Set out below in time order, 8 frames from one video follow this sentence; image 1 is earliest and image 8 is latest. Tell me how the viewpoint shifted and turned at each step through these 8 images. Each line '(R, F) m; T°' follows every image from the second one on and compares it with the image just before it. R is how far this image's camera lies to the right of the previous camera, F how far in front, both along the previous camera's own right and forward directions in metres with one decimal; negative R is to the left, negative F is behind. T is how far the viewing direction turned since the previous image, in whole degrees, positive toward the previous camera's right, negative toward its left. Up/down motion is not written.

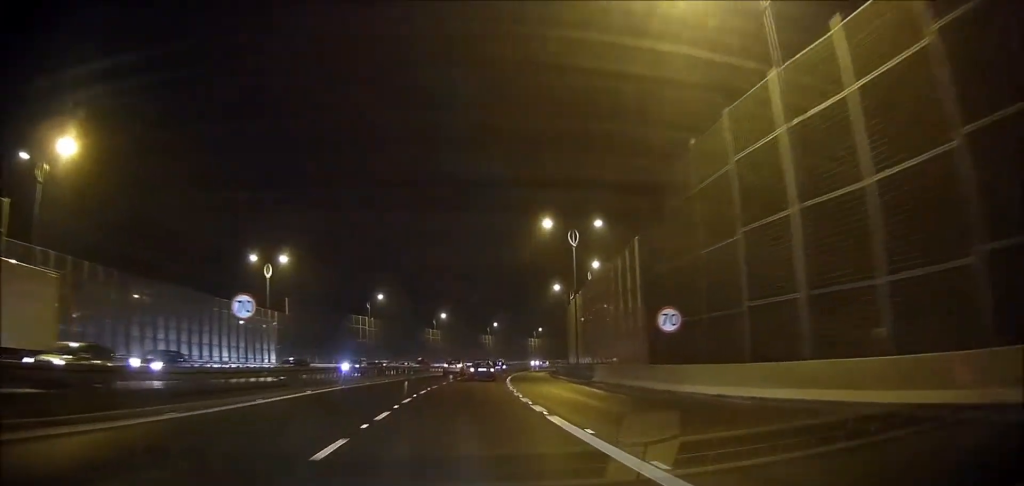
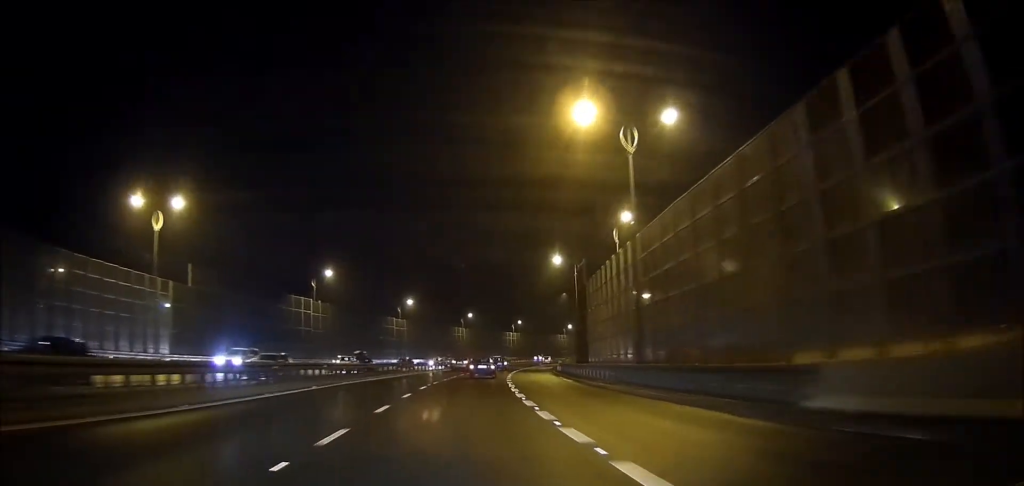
(+0.5, +22.7) m; +3°
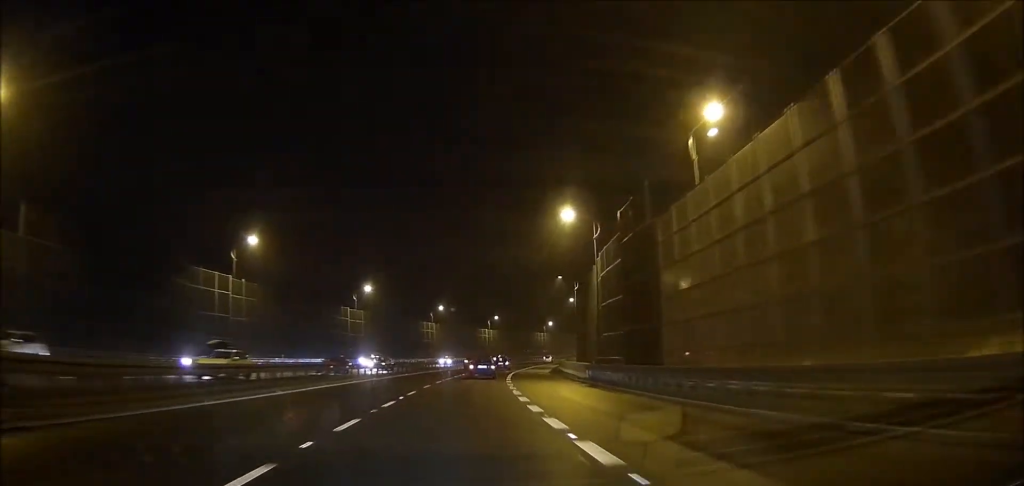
(+0.5, +21.9) m; +3°
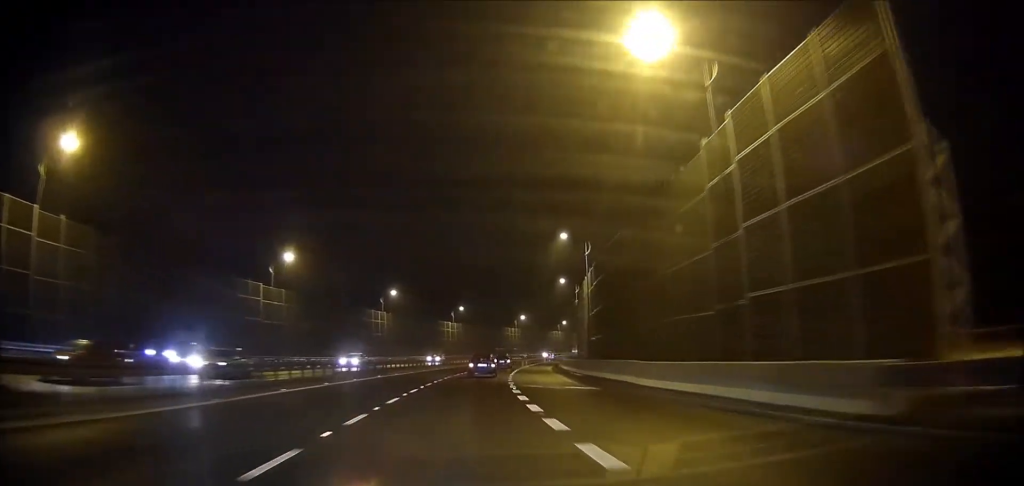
(+0.9, +28.3) m; +4°
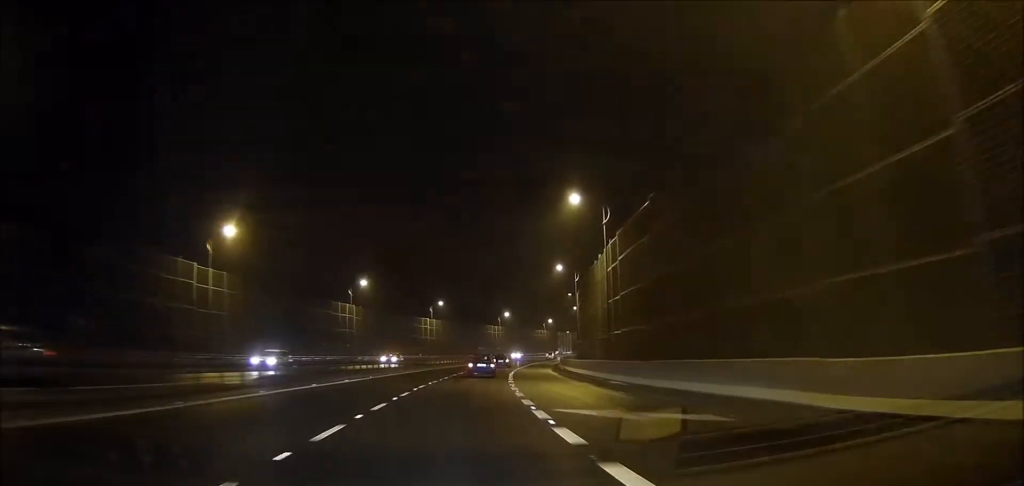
(+0.3, +13.9) m; +2°
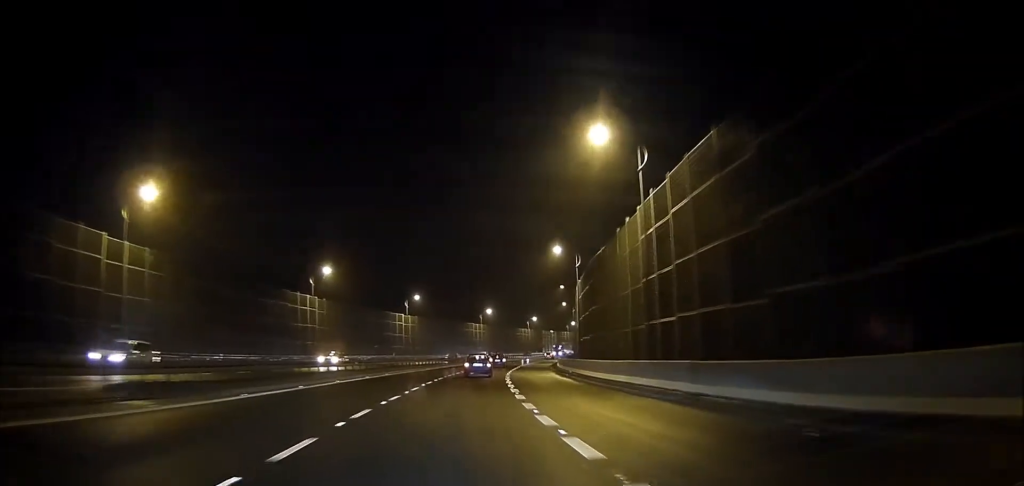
(+0.2, +13.4) m; +1°
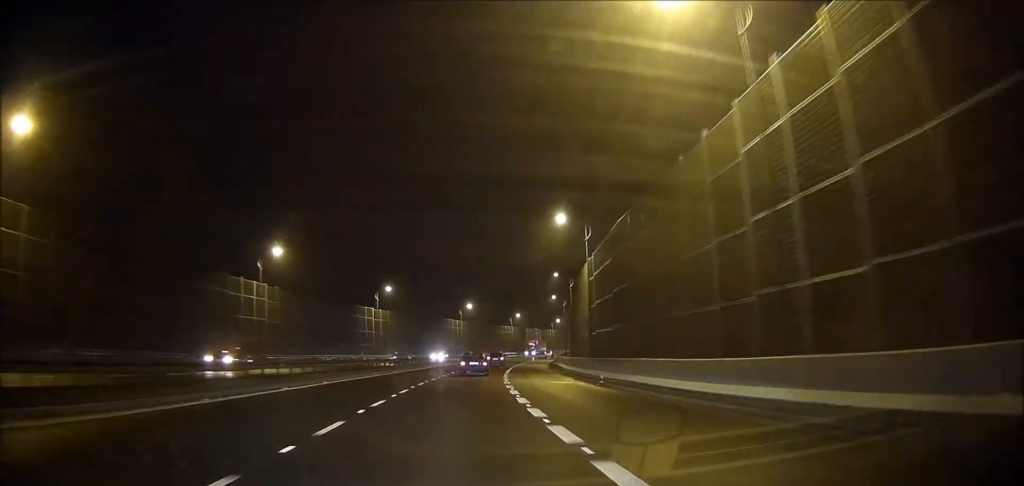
(+0.2, +14.7) m; +1°
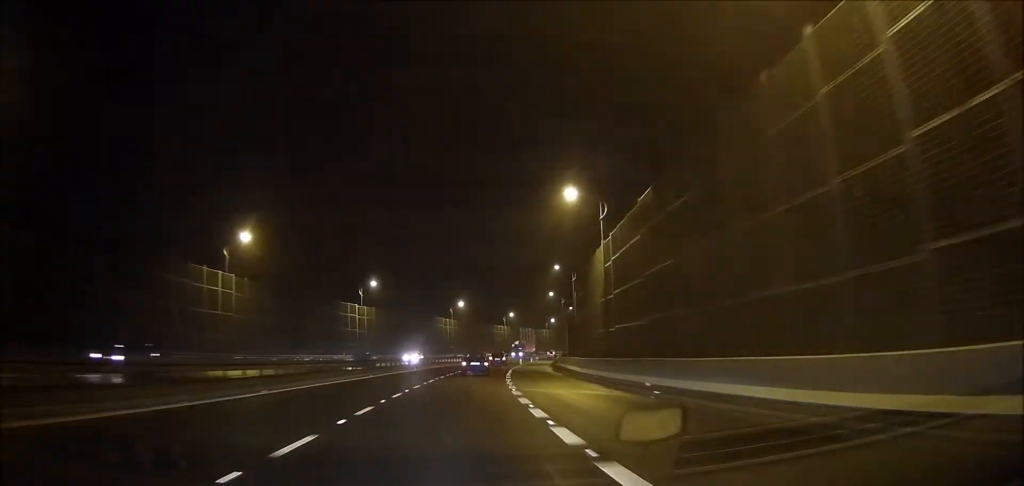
(0.0, +8.4) m; +1°
